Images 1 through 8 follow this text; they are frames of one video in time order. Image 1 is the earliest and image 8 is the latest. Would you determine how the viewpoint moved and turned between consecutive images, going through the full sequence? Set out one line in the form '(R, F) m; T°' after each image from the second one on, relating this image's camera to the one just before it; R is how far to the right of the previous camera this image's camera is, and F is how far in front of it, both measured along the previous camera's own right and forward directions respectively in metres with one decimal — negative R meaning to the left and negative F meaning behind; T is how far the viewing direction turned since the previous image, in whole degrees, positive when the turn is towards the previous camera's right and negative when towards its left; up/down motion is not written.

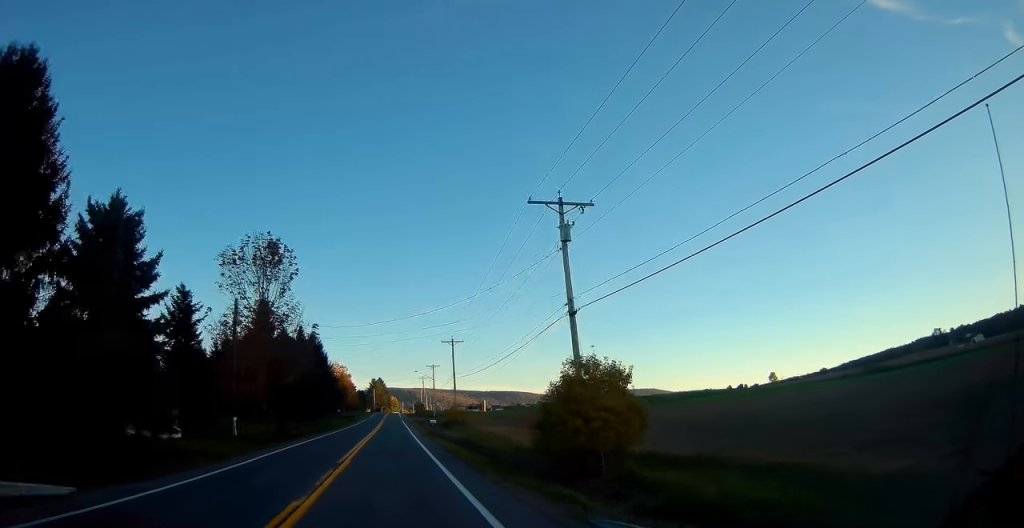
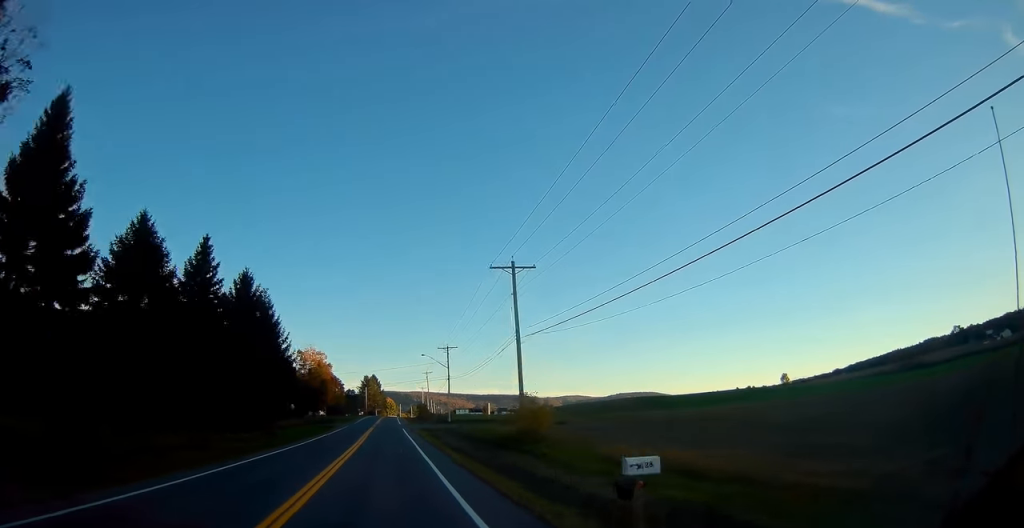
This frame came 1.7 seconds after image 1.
(+0.1, +42.1) m; 0°
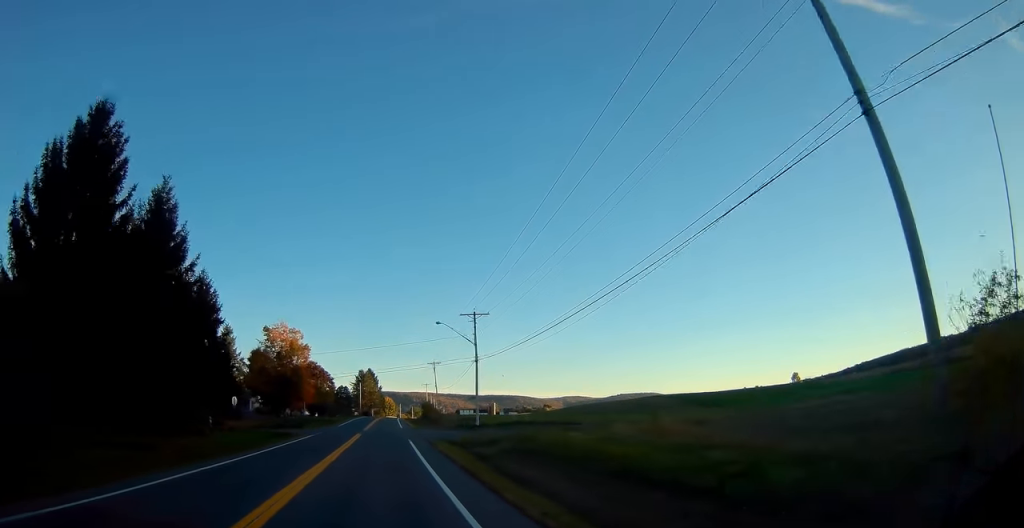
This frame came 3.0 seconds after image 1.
(+0.1, +30.2) m; 0°
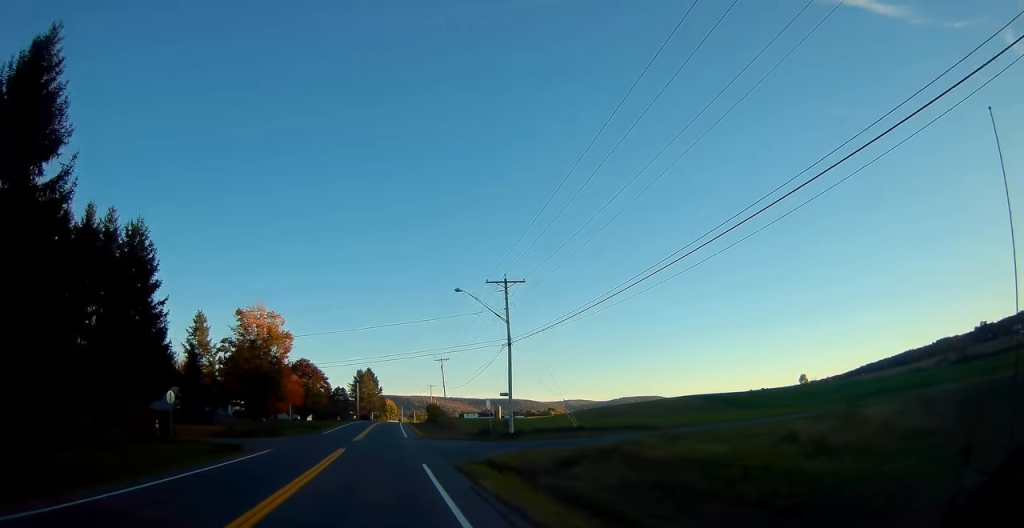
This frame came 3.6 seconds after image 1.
(-0.1, +15.6) m; 0°
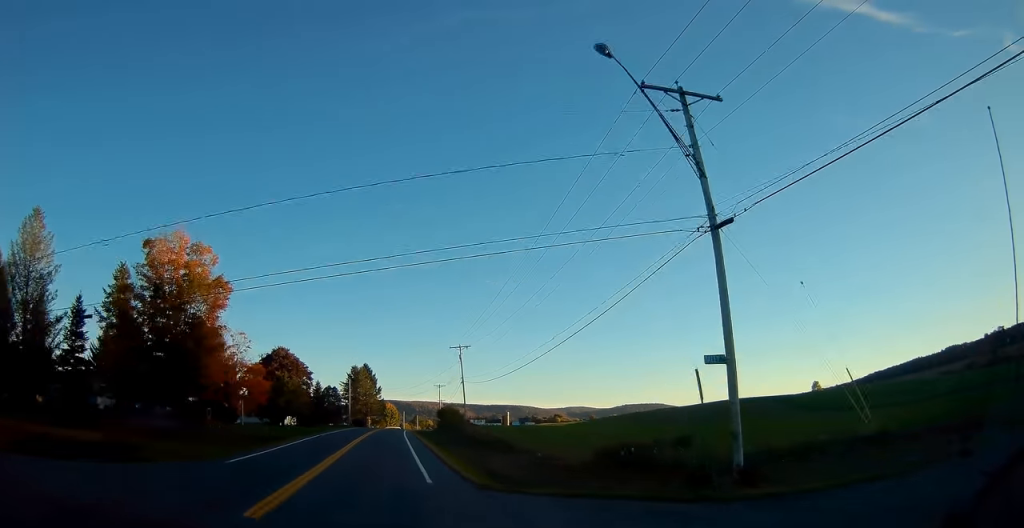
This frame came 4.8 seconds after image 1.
(+0.3, +28.9) m; 0°
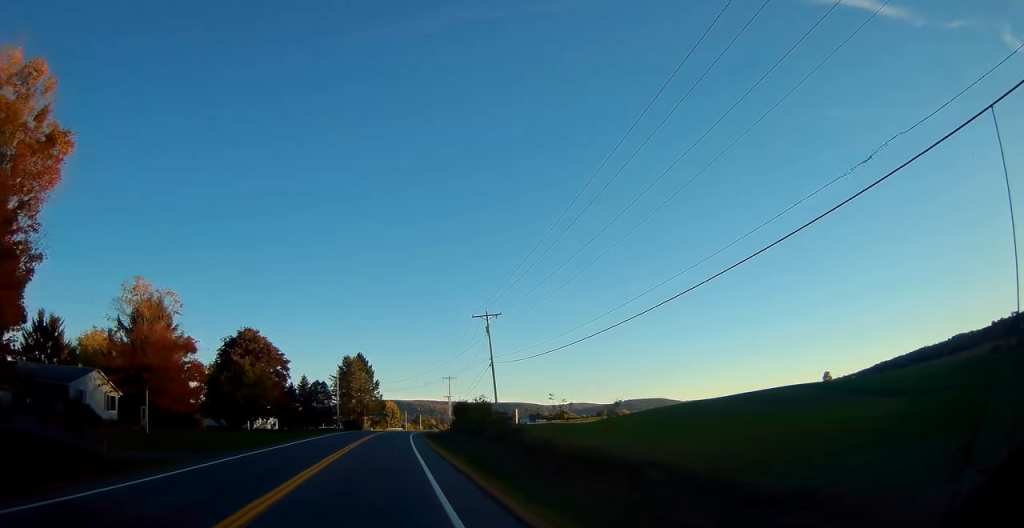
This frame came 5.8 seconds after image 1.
(-0.2, +24.8) m; -1°
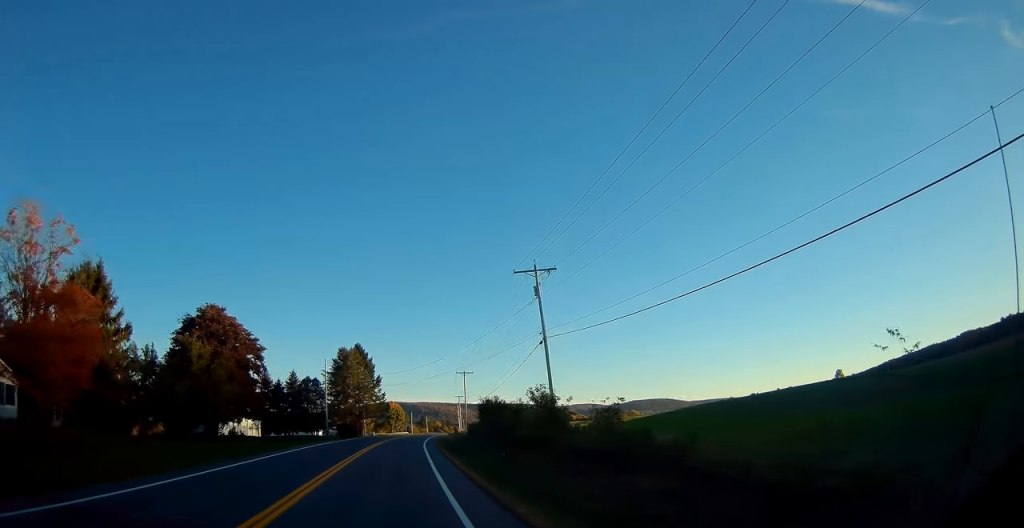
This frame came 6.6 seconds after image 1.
(-0.2, +19.1) m; 0°
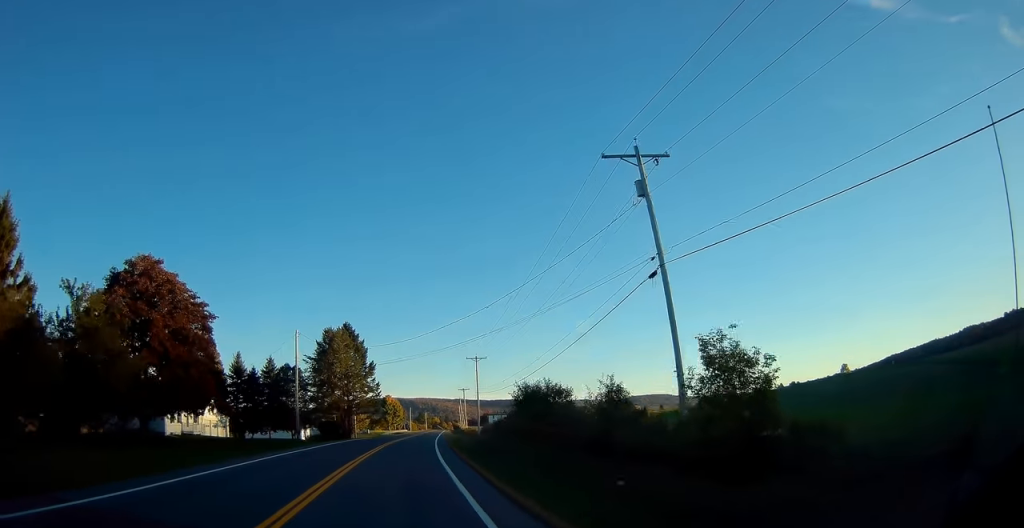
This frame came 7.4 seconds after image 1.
(+0.3, +18.2) m; 0°
